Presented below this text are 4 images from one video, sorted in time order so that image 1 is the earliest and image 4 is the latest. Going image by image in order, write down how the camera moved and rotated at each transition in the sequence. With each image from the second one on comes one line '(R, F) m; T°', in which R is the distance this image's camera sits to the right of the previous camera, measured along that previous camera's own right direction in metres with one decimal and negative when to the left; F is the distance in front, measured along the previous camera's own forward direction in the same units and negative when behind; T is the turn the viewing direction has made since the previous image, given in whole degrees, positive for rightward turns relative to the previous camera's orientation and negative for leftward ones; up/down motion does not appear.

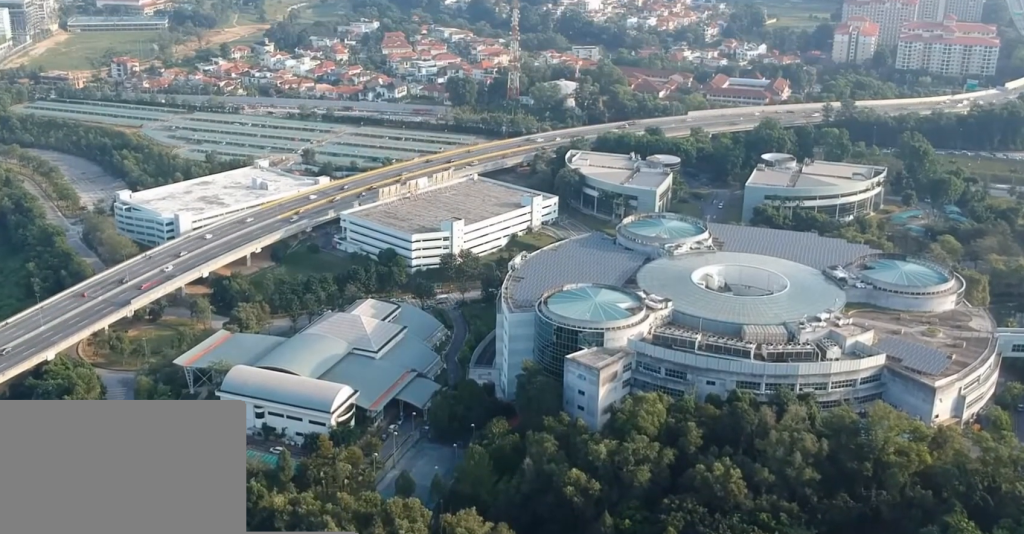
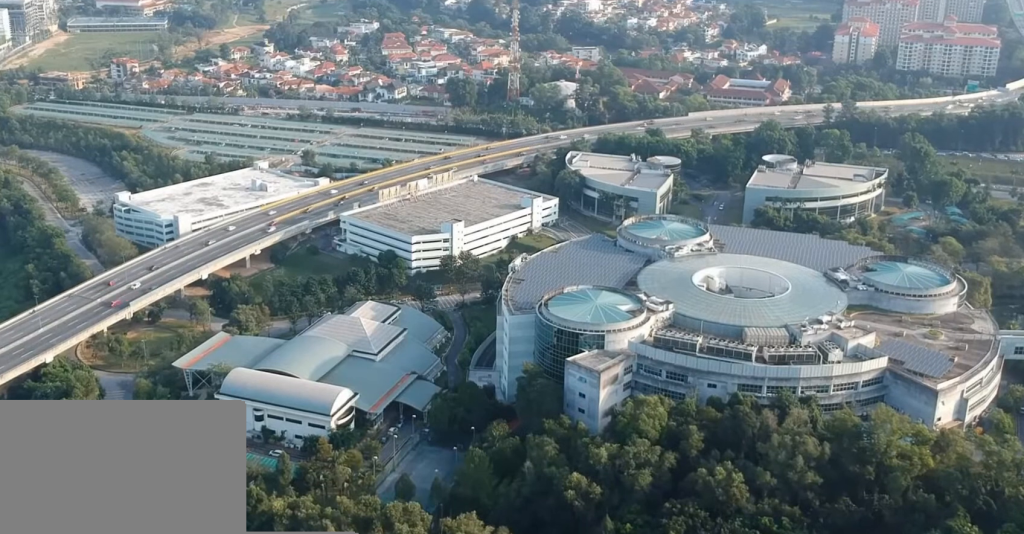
(0.0, +1.3) m; 0°
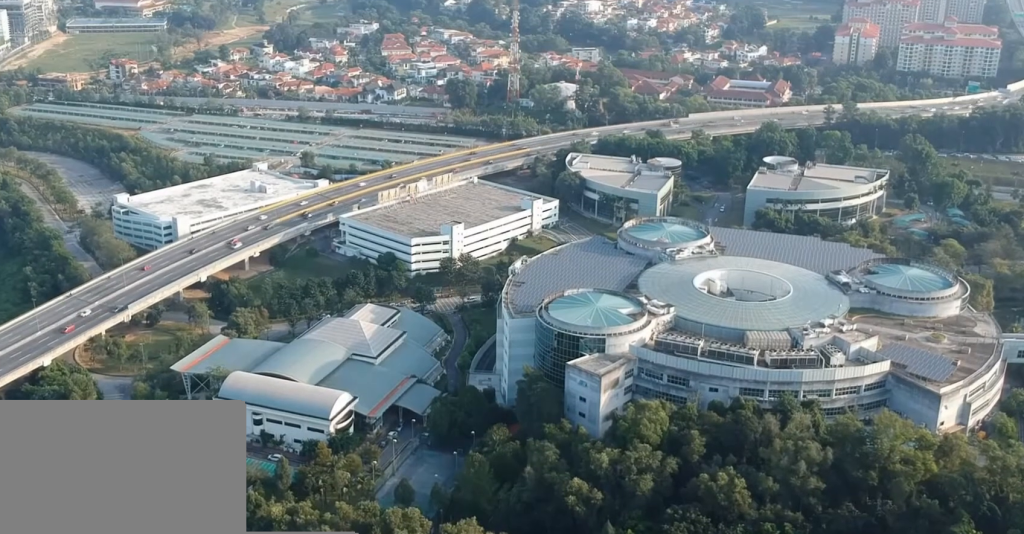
(0.0, +1.9) m; 0°
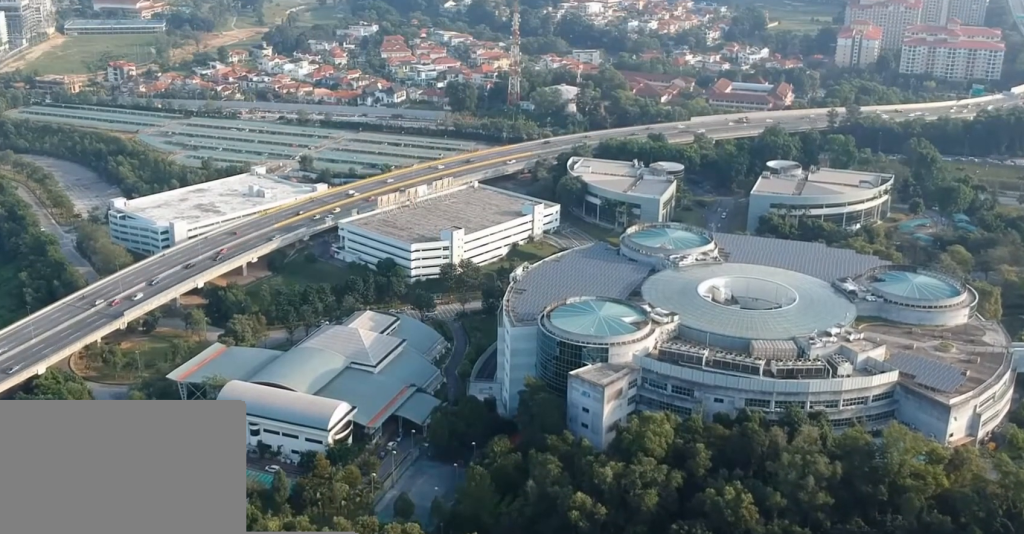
(0.0, +5.4) m; 0°
